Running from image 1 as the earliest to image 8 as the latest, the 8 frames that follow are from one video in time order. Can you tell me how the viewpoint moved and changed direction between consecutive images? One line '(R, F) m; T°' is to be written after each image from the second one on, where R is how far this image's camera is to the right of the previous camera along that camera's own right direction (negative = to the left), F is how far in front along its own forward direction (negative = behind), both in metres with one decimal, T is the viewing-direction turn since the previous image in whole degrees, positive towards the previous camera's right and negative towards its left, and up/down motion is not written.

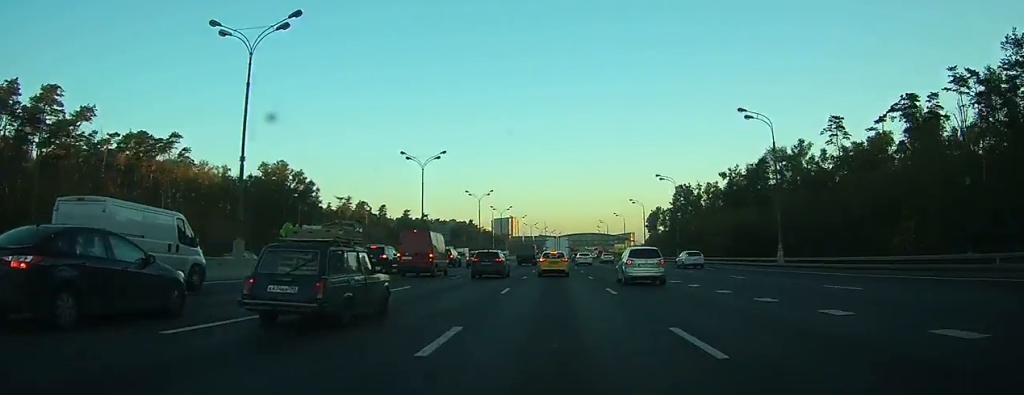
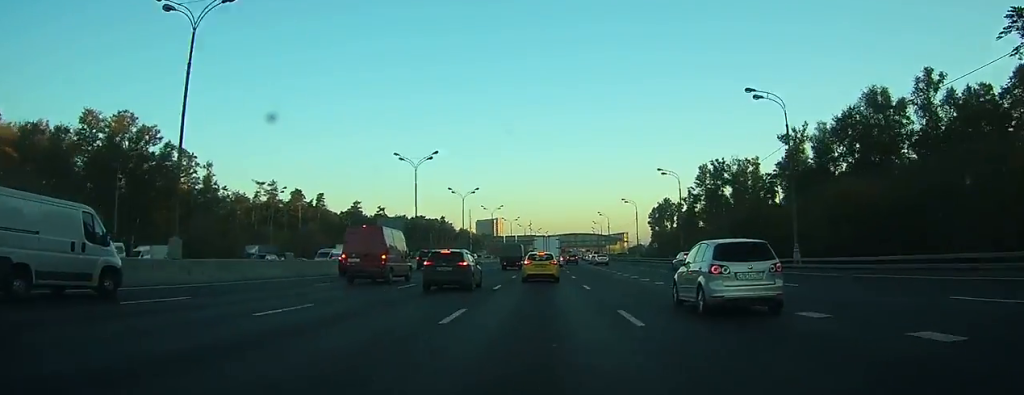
(+0.5, +47.7) m; +1°
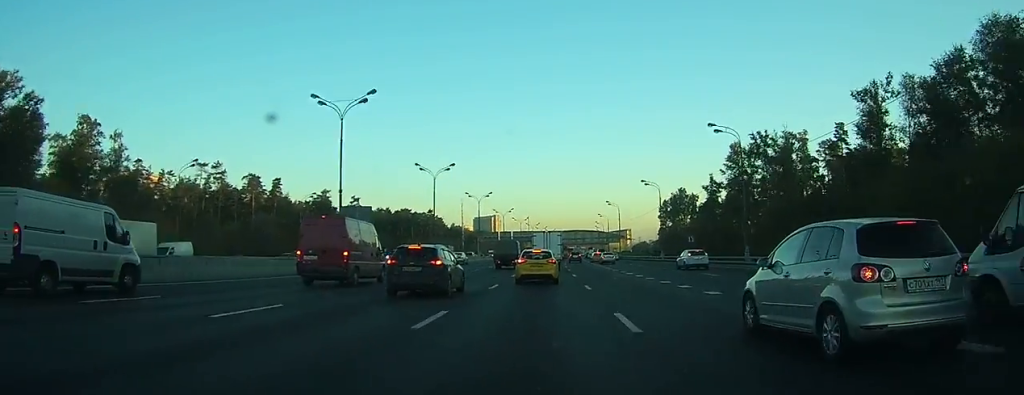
(+0.1, +27.6) m; 0°
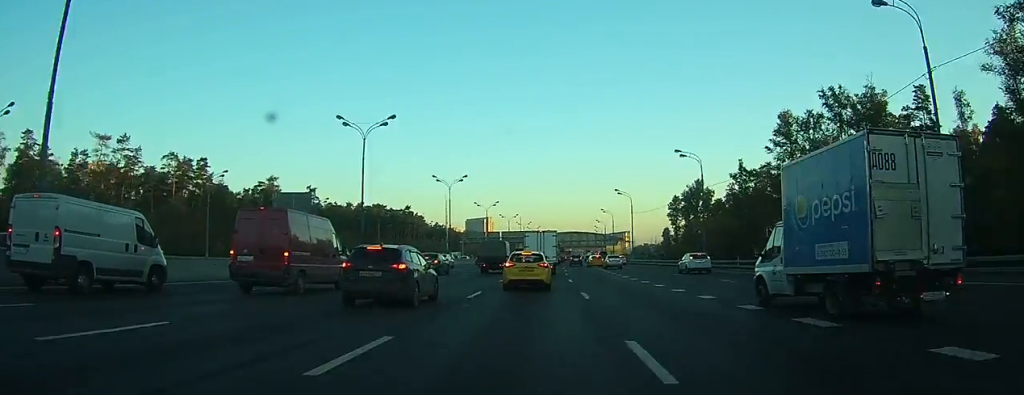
(+0.1, +31.4) m; +1°
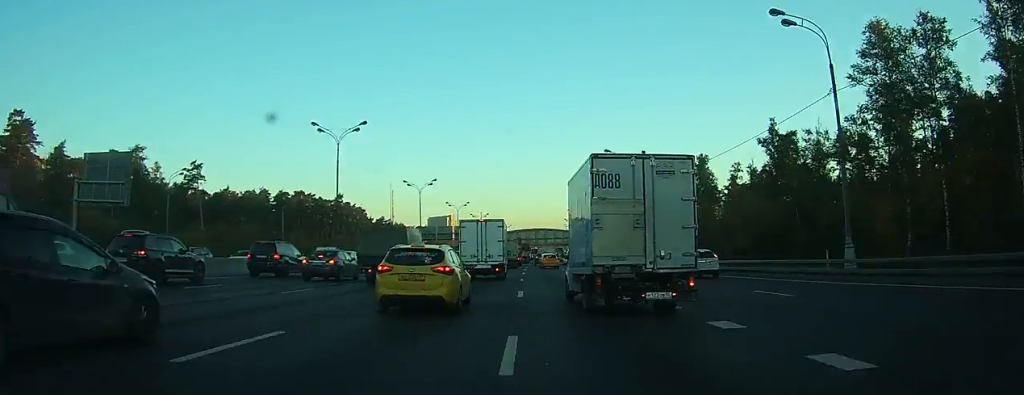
(+0.7, +33.4) m; +2°
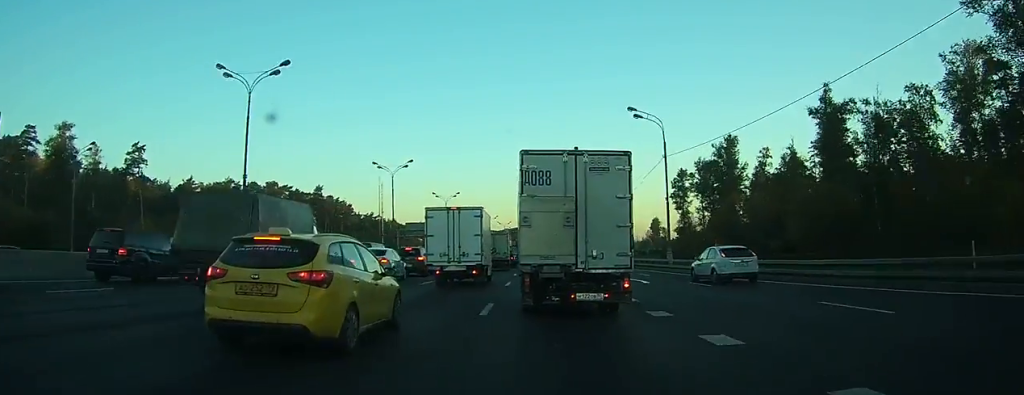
(+0.1, +16.7) m; 0°
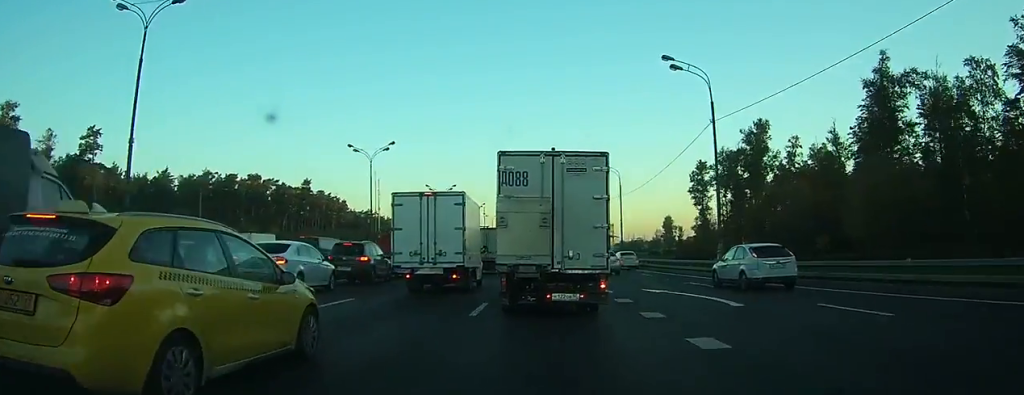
(0.0, +11.5) m; 0°
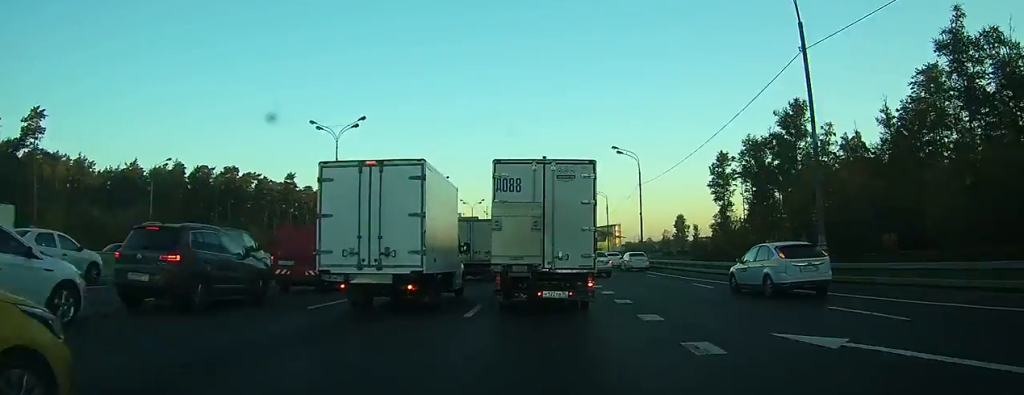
(0.0, +13.2) m; 0°
